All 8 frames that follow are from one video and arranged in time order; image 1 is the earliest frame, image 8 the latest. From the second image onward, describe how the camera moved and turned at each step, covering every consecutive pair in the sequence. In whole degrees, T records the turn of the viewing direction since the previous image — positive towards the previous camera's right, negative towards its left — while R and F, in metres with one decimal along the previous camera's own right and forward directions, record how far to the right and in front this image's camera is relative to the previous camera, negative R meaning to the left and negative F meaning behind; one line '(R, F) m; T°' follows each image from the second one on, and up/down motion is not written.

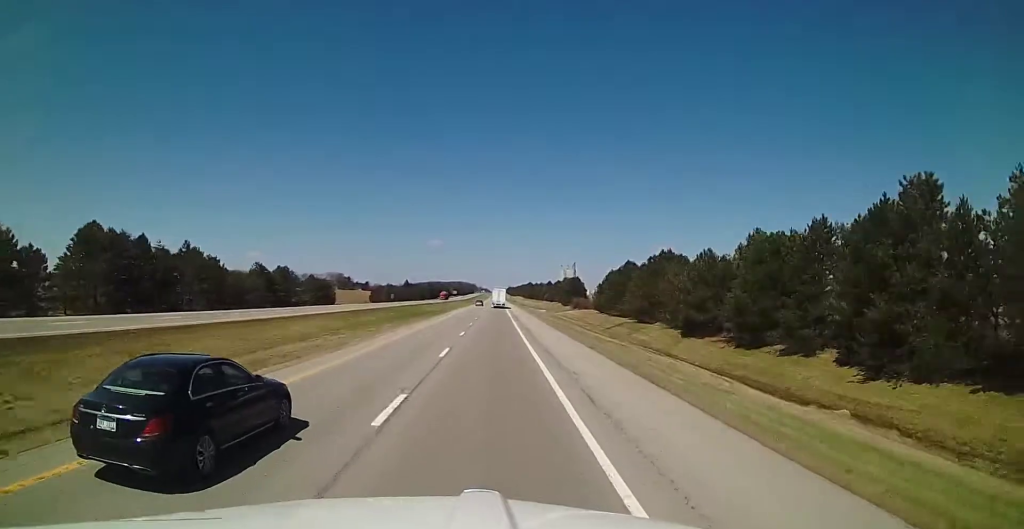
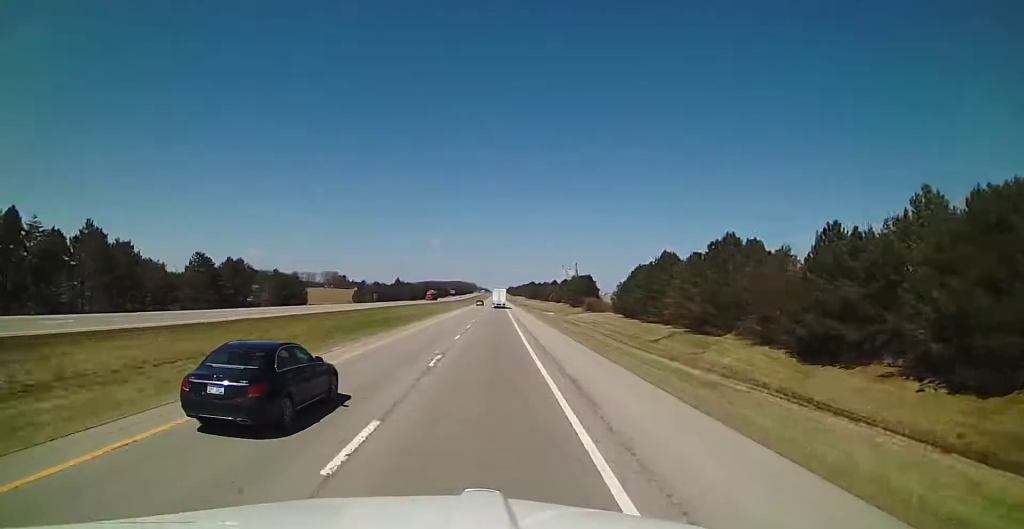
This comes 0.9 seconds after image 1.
(+0.1, +27.4) m; 0°
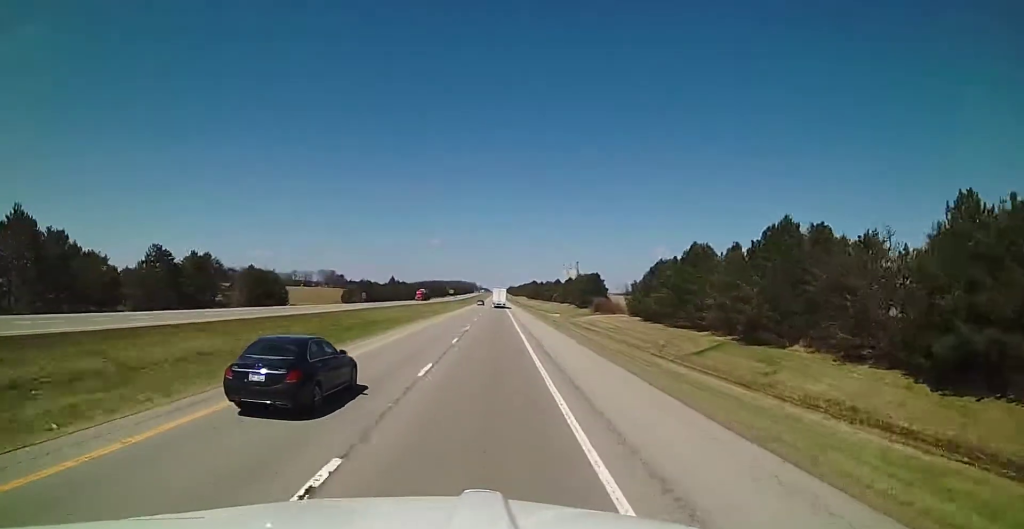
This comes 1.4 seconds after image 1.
(0.0, +14.6) m; -1°
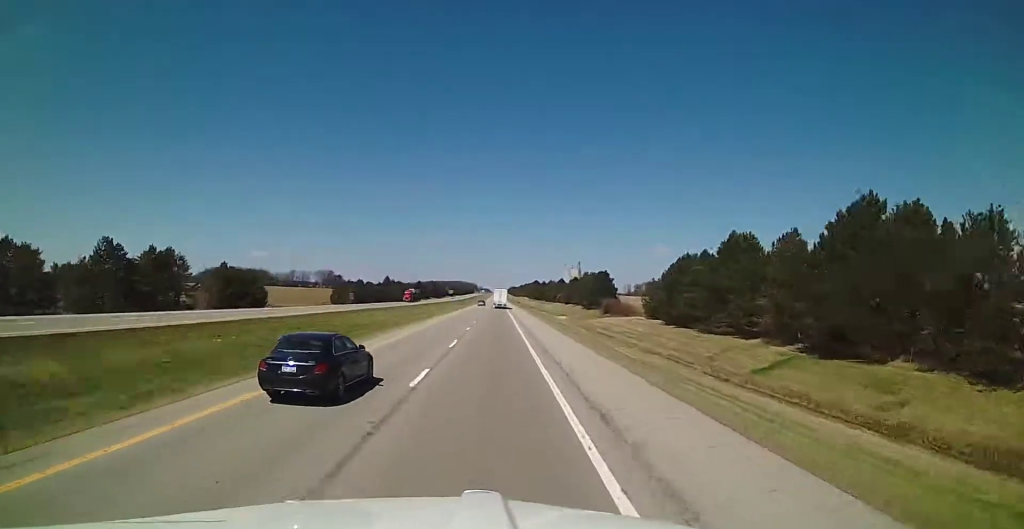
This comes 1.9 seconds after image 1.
(-0.2, +13.7) m; 0°
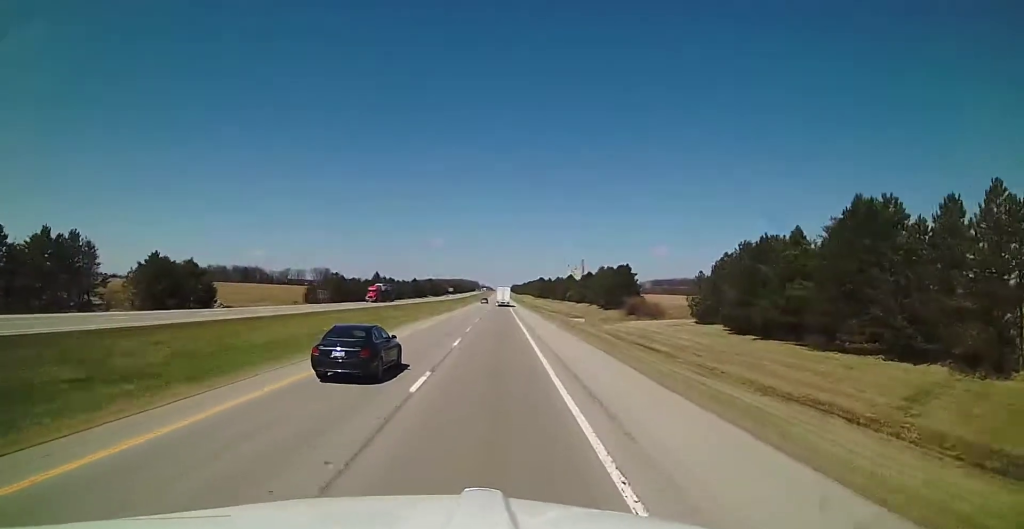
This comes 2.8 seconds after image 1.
(-0.1, +25.4) m; 0°
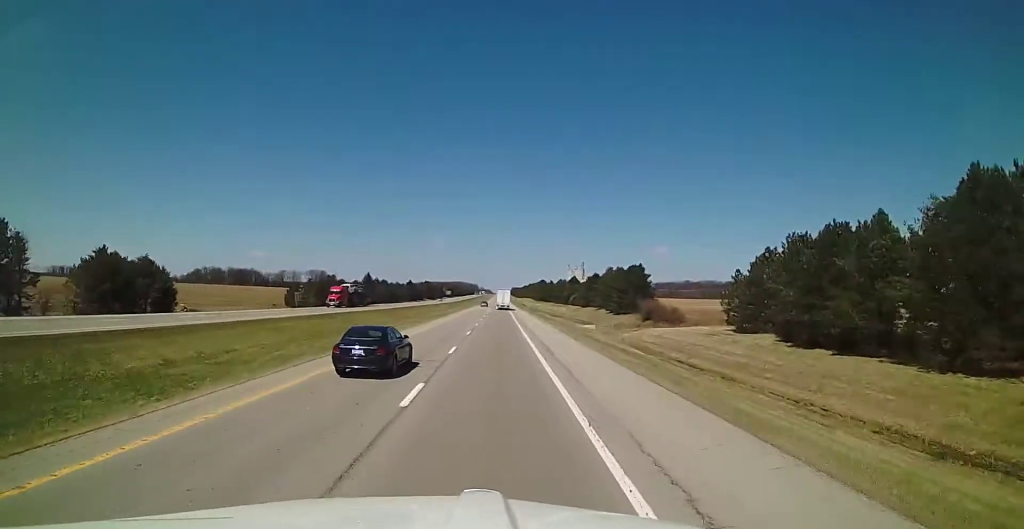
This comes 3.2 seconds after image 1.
(-0.1, +13.7) m; +1°
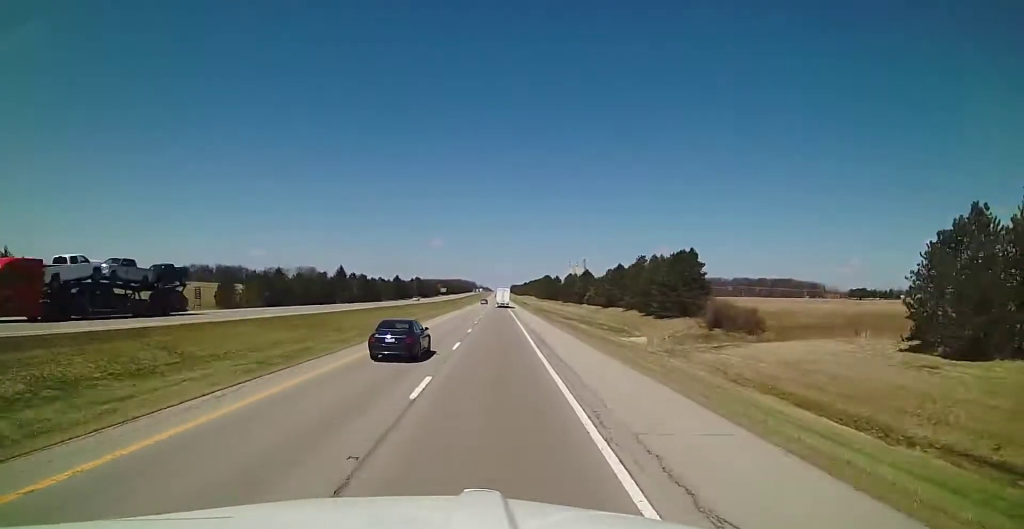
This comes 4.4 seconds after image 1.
(+0.6, +35.0) m; +1°
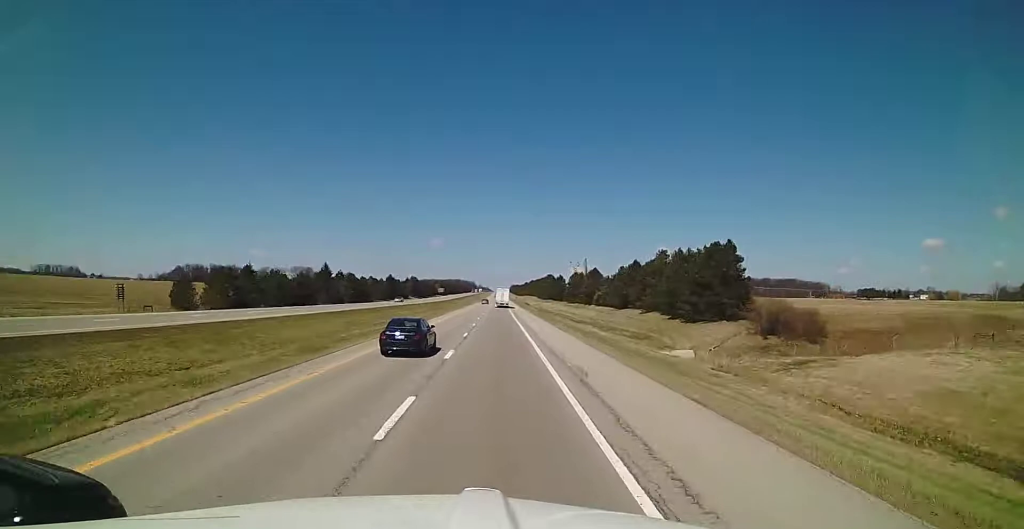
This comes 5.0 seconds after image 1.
(-0.1, +15.5) m; -1°
